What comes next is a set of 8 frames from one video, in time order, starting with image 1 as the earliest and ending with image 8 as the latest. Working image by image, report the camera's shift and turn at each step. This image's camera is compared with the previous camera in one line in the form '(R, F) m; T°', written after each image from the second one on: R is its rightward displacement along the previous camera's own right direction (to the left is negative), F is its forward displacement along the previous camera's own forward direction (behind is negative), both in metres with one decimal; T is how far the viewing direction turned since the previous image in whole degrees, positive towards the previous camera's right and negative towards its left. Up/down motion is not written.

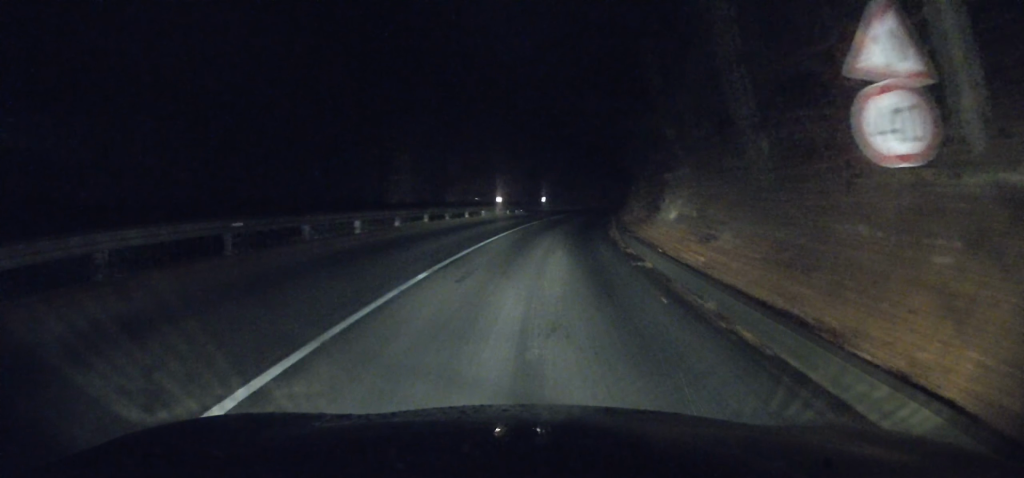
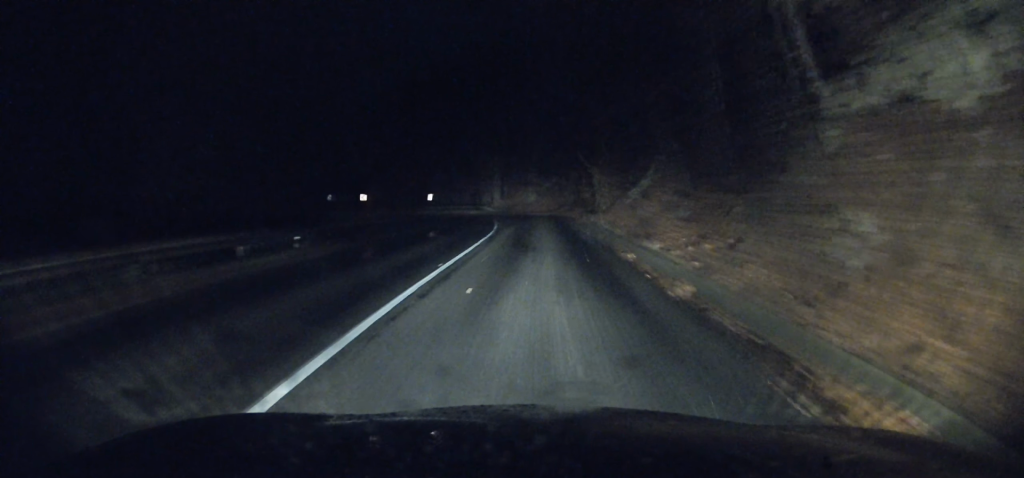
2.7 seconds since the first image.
(+5.0, +36.3) m; +16°
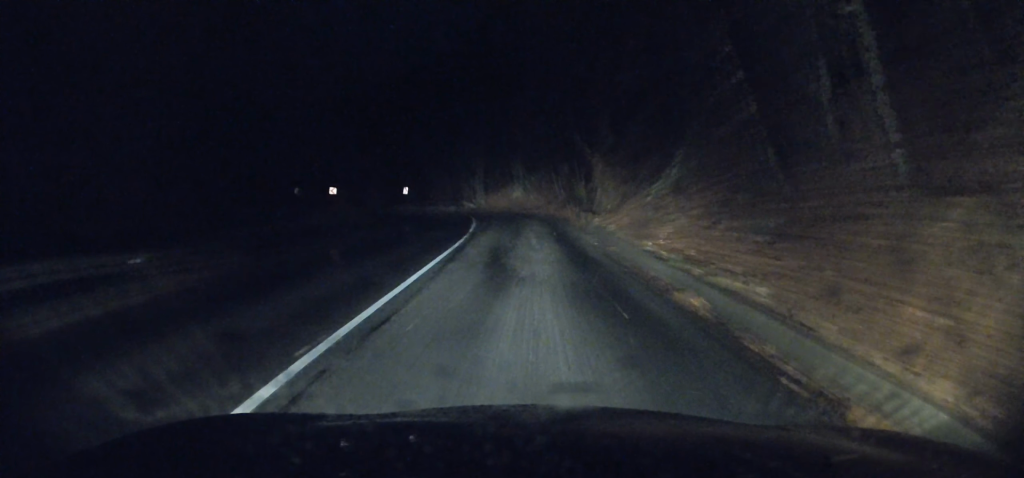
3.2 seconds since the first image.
(+0.3, +6.4) m; -1°
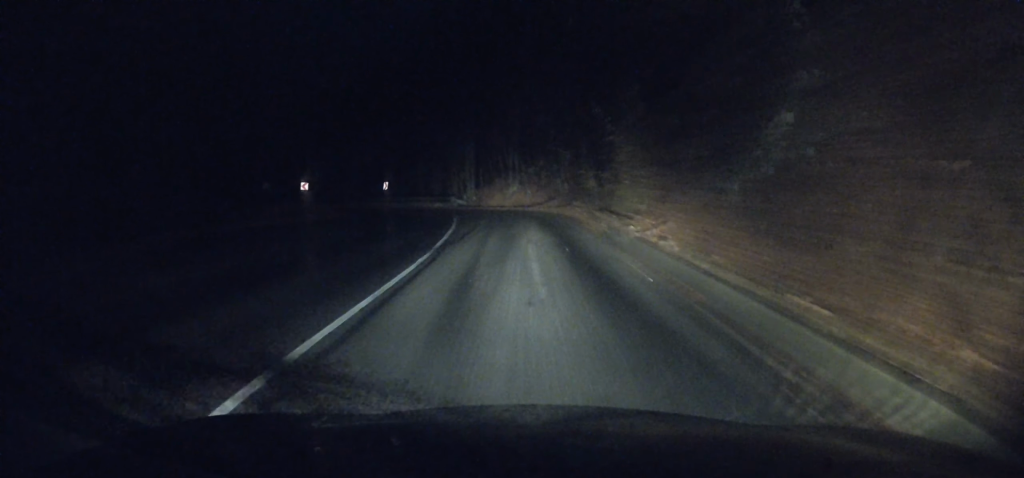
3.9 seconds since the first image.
(0.0, +7.8) m; -1°
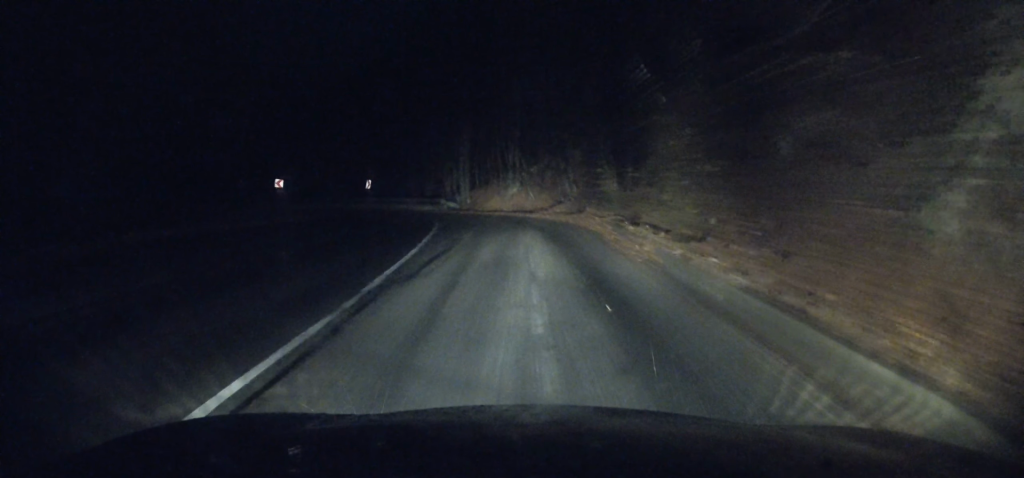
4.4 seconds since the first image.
(-0.5, +6.3) m; -1°
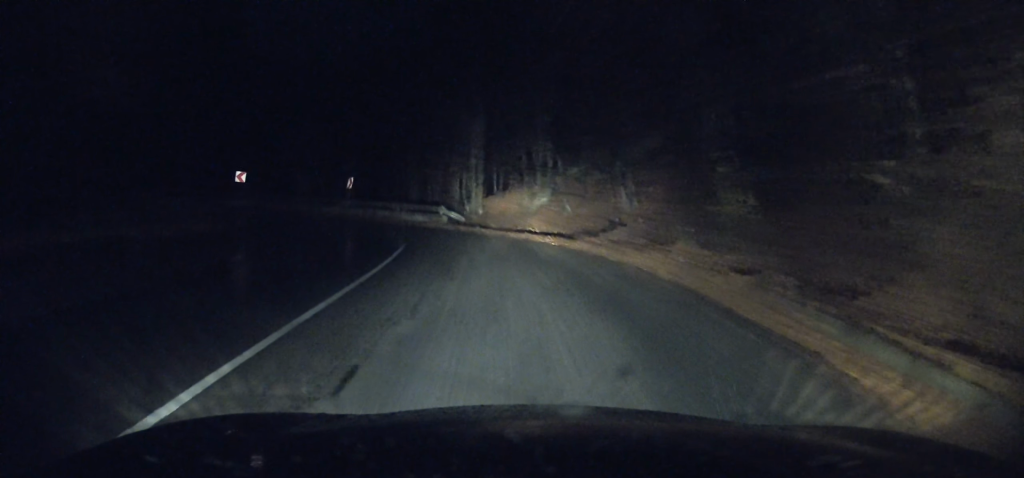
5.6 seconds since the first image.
(+0.5, +11.9) m; +2°
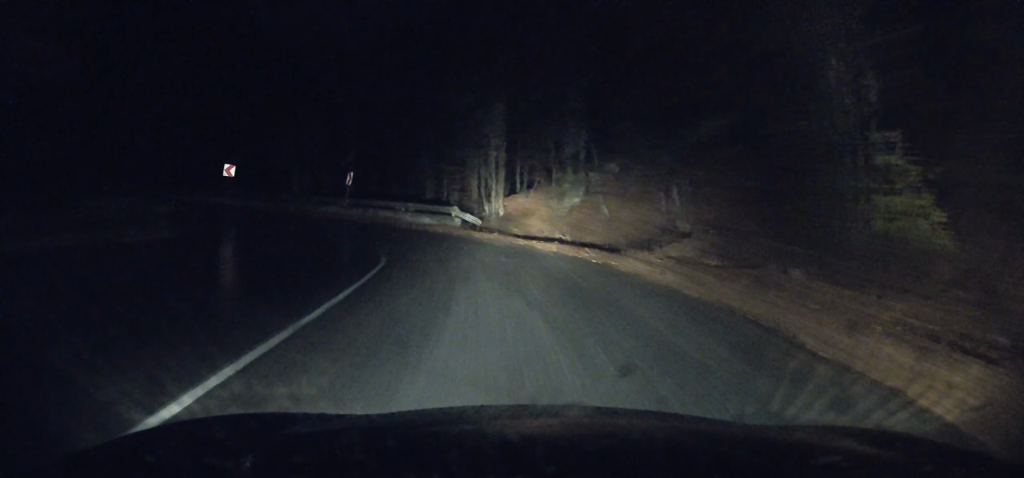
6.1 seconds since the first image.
(-0.1, +4.8) m; -2°
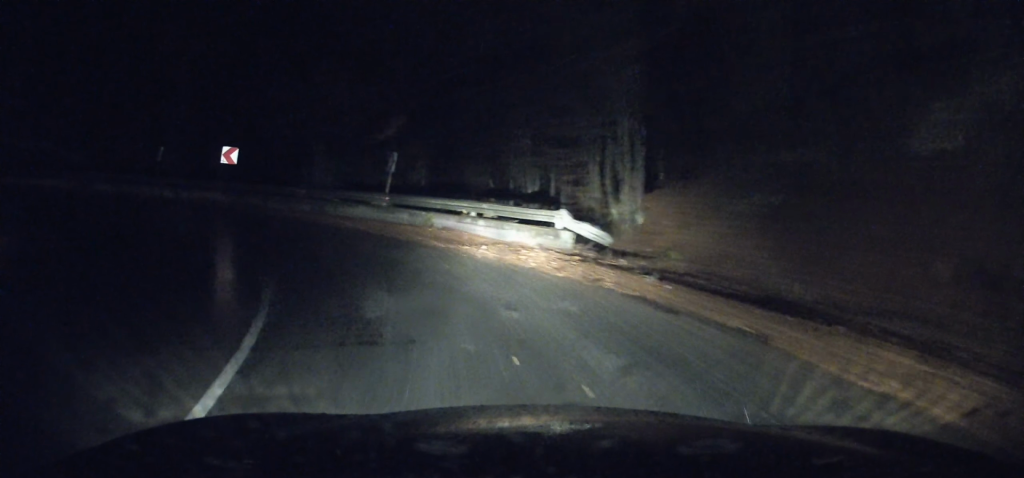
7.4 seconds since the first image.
(-0.6, +12.0) m; -9°
